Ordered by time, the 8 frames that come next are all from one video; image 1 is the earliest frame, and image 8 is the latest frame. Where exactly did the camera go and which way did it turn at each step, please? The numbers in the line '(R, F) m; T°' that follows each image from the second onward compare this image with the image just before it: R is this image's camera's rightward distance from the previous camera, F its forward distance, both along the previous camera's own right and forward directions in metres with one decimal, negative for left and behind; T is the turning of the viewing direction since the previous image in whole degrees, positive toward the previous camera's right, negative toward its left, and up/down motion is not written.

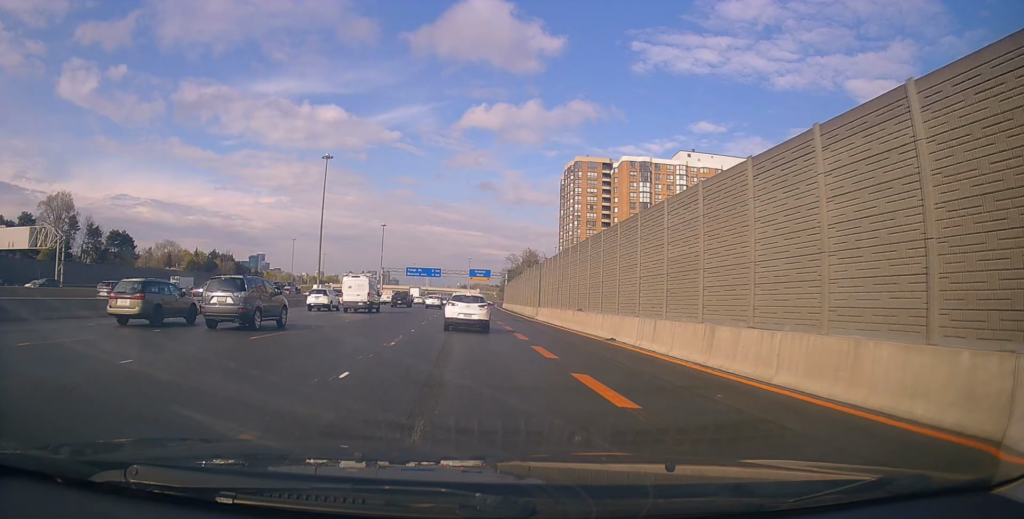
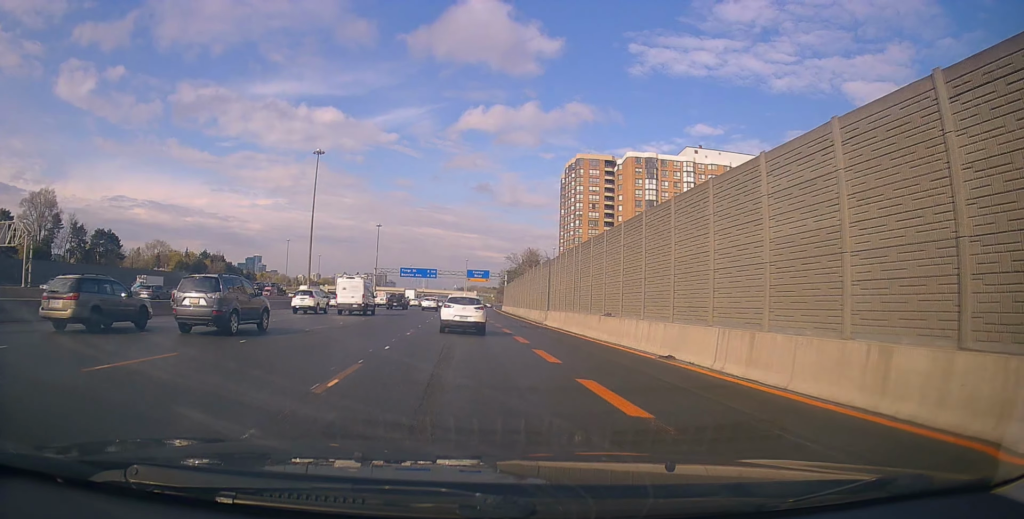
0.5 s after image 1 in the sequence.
(0.0, +6.8) m; +1°
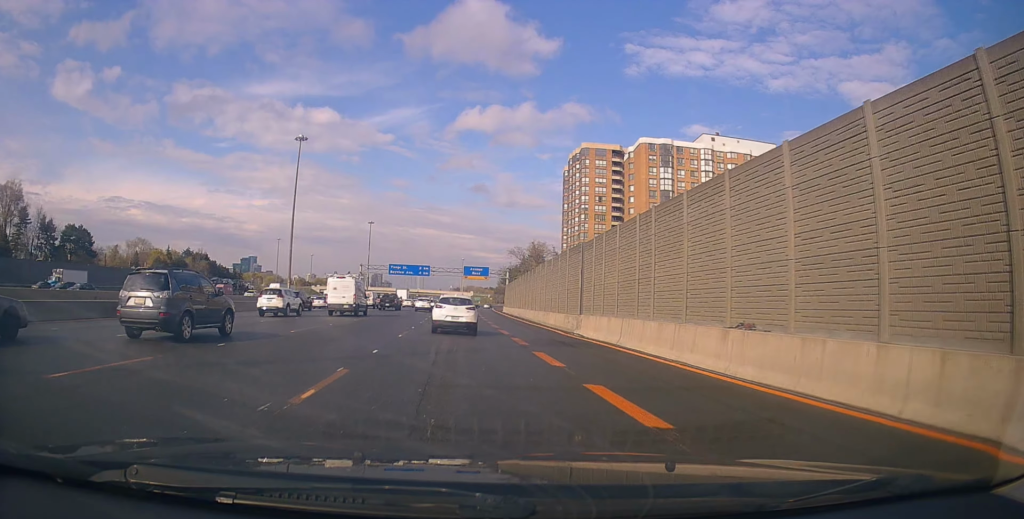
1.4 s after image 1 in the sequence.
(+0.1, +13.6) m; +2°
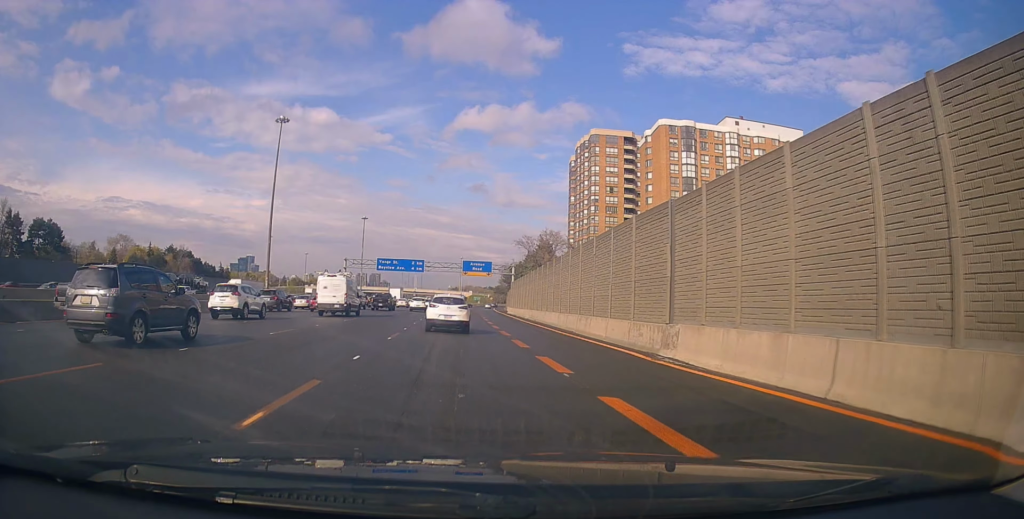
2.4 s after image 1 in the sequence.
(+0.3, +13.7) m; -1°
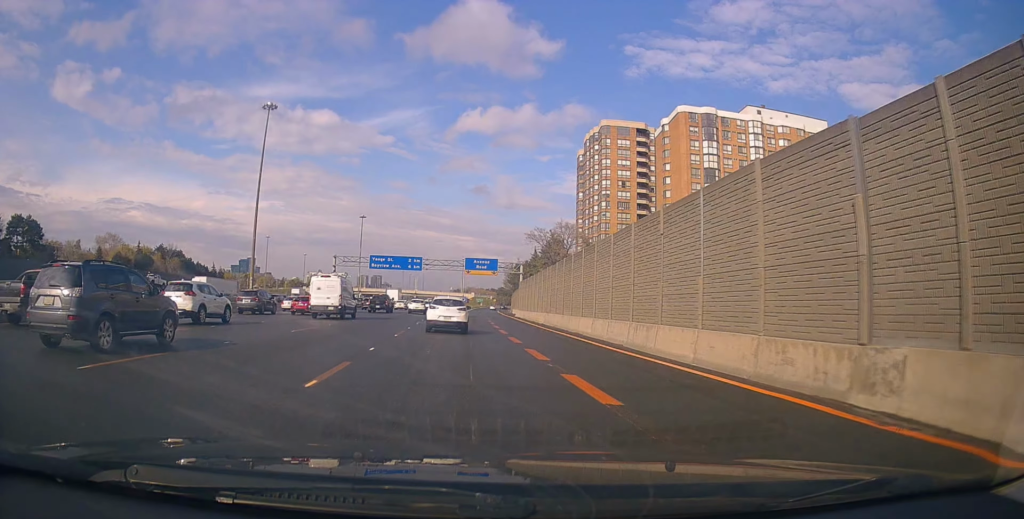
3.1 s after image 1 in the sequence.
(-0.1, +10.0) m; -2°
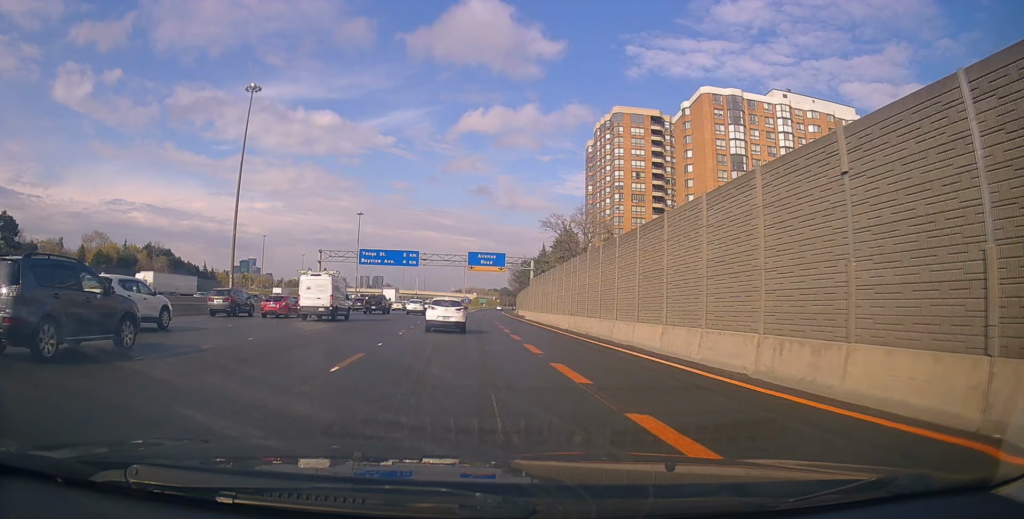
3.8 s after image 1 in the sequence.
(-0.3, +10.0) m; +1°
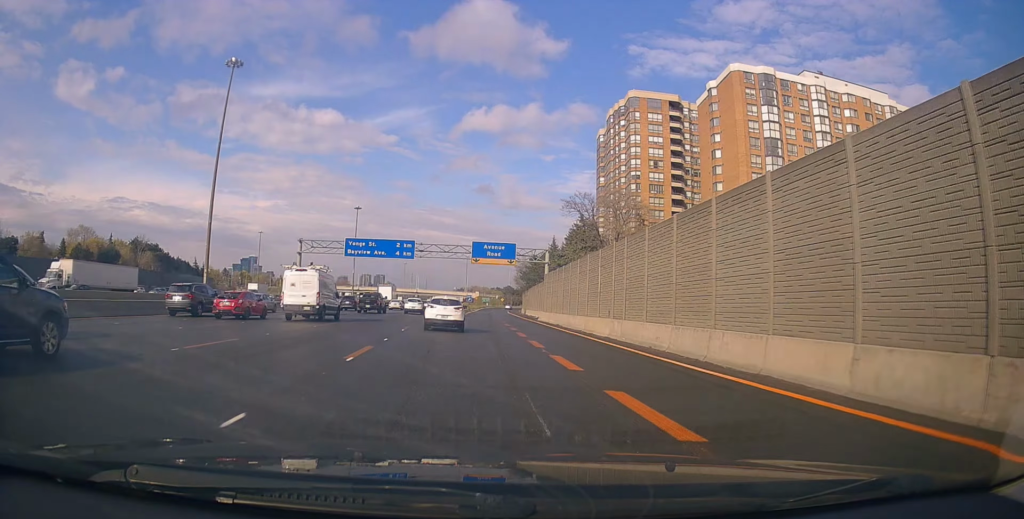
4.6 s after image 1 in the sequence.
(+0.3, +10.7) m; +1°
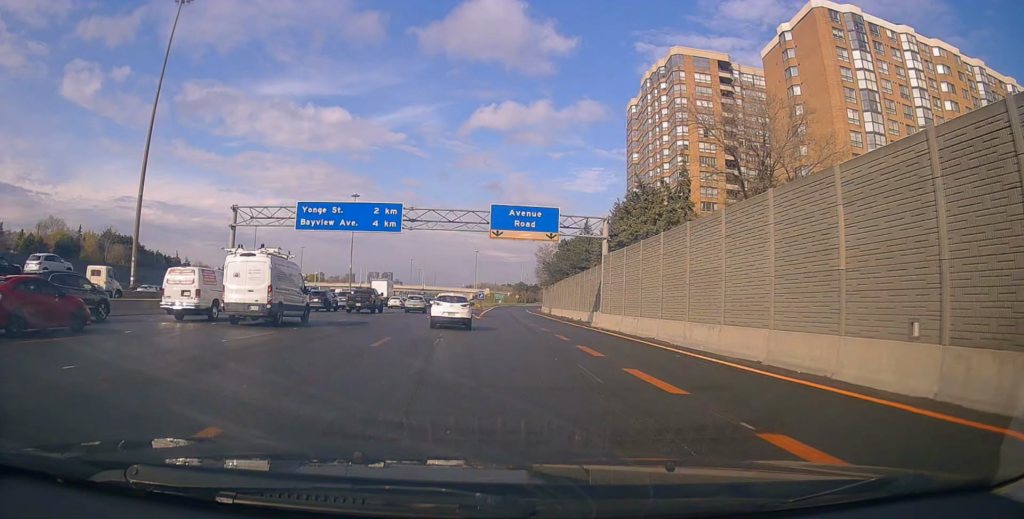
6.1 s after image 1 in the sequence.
(-0.4, +21.9) m; -2°
